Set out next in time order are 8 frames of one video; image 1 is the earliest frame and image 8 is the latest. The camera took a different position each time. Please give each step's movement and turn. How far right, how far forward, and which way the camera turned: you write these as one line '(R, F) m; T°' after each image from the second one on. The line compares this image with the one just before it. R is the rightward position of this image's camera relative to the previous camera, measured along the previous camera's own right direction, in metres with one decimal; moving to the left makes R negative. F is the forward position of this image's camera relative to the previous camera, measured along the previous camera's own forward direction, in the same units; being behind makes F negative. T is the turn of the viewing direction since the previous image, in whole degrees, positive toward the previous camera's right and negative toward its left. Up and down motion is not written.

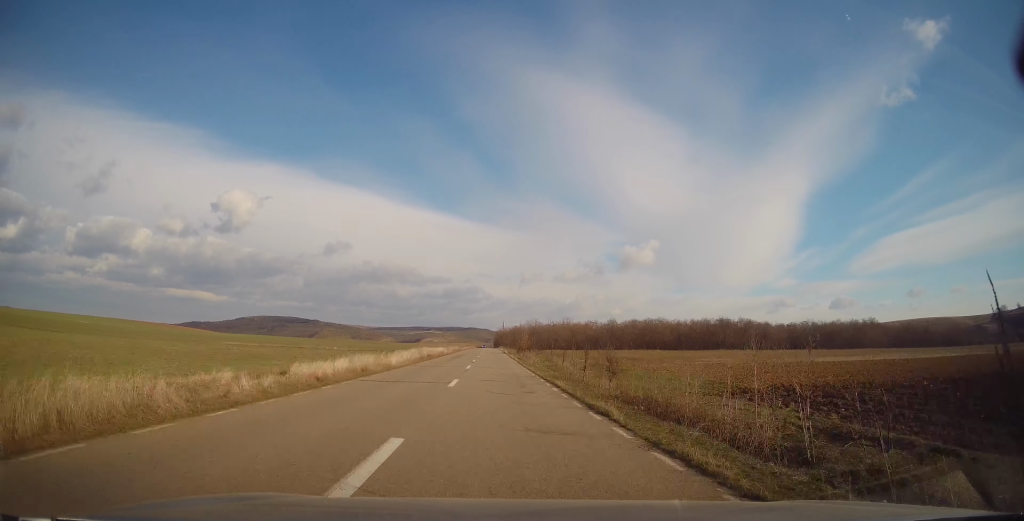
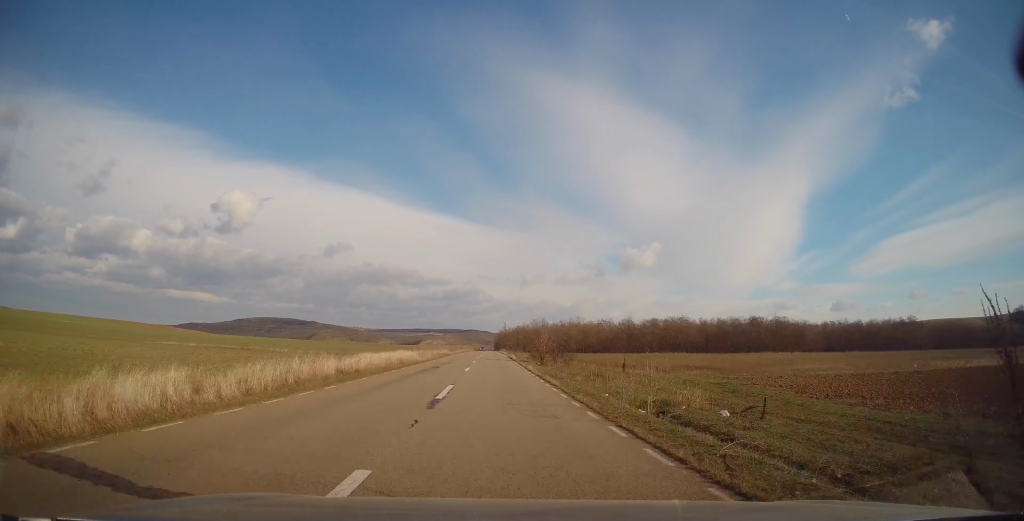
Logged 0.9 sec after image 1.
(0.0, +25.1) m; 0°
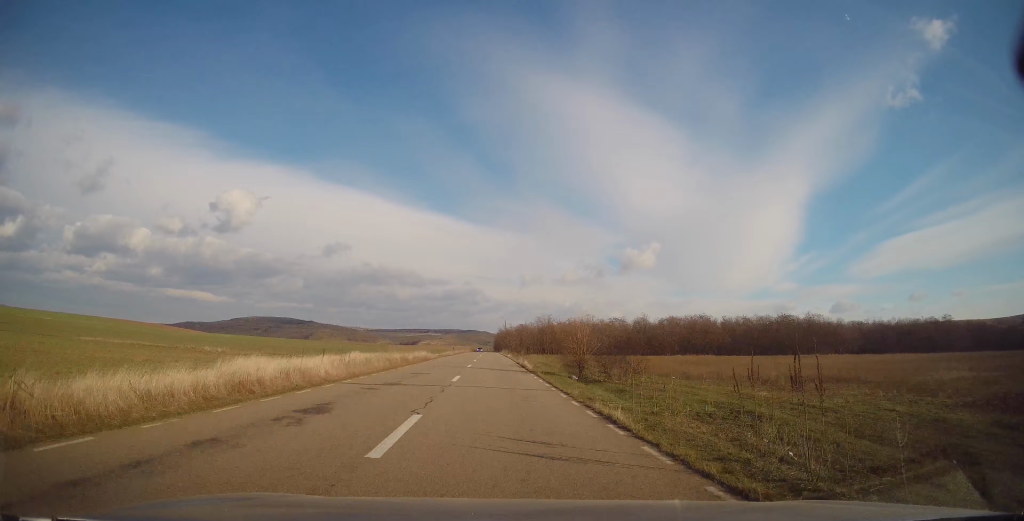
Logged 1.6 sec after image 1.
(0.0, +20.2) m; -1°
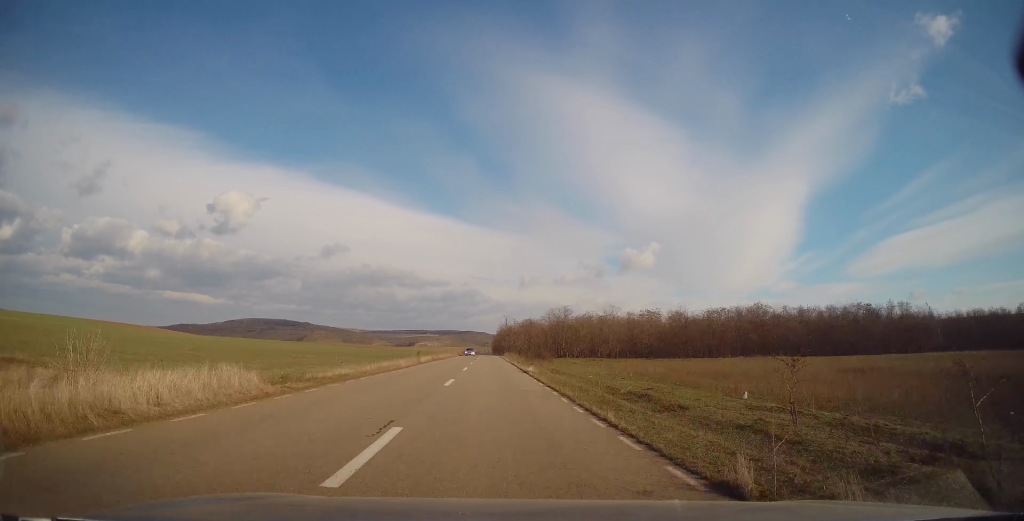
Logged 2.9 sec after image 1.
(-0.2, +37.2) m; 0°
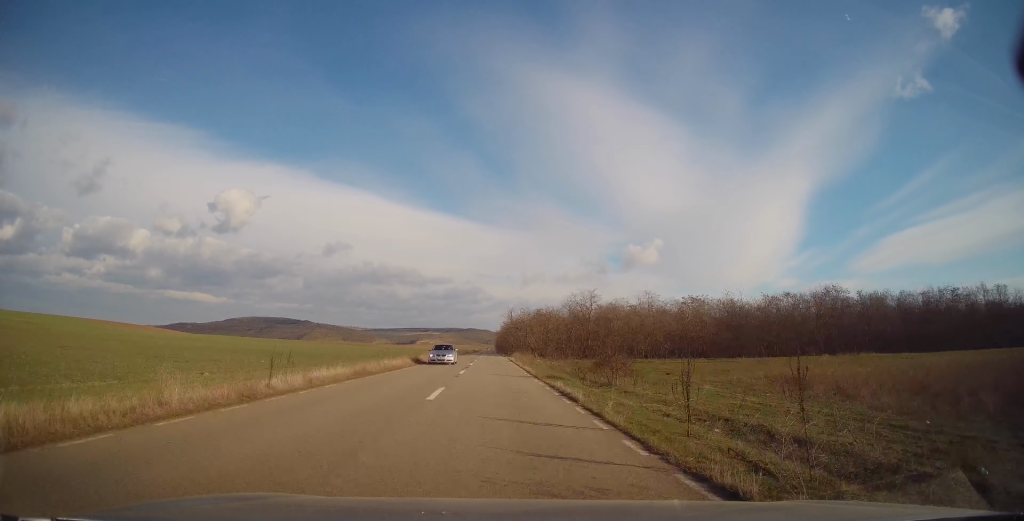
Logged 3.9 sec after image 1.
(+0.3, +28.4) m; +1°
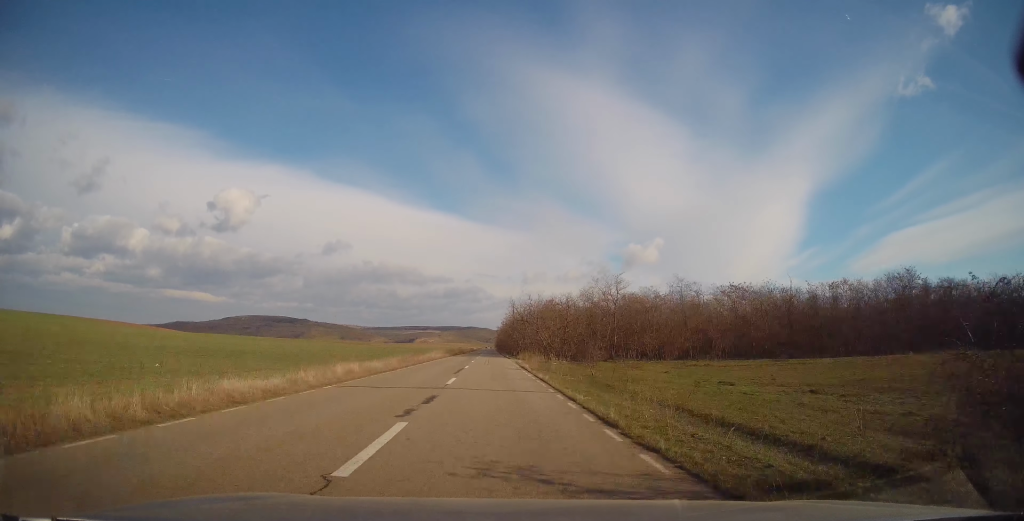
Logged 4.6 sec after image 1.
(0.0, +19.0) m; 0°
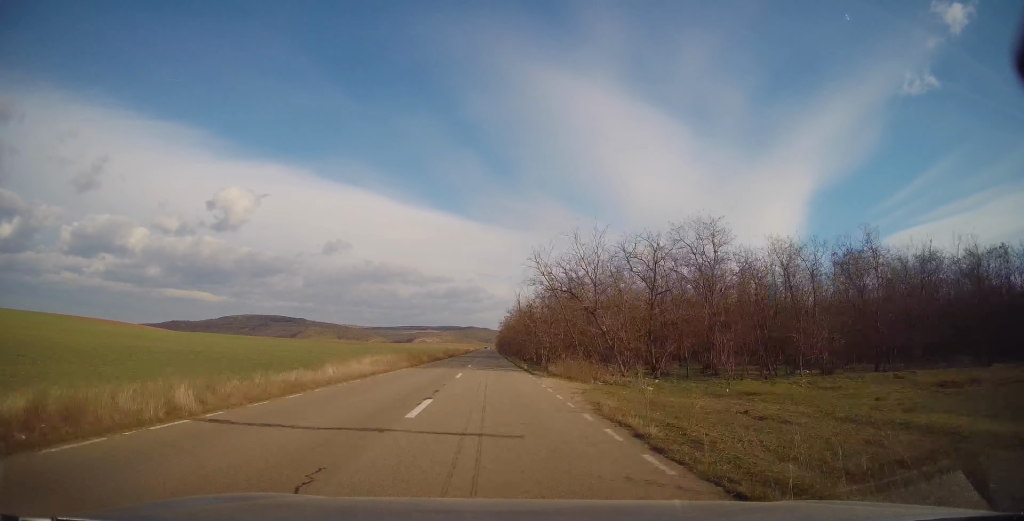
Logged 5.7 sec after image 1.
(0.0, +32.3) m; 0°
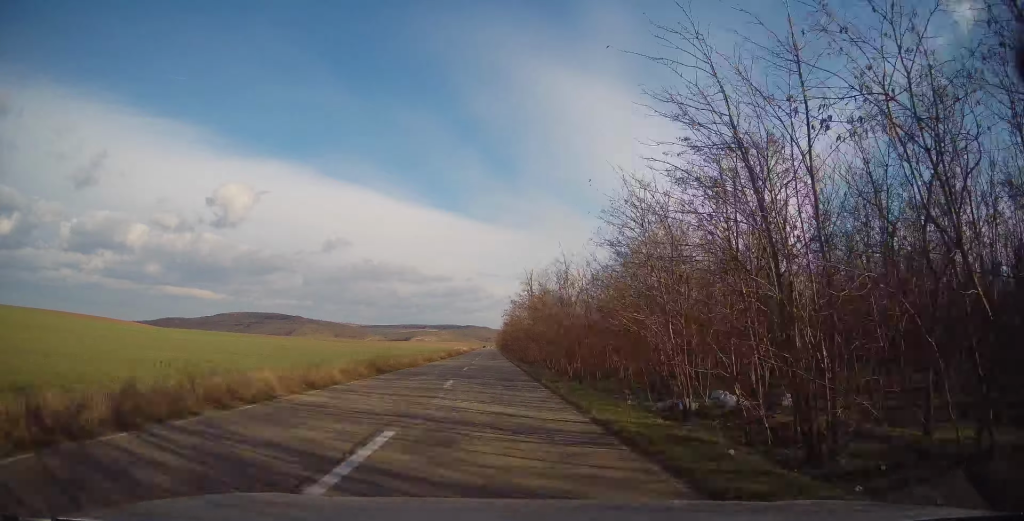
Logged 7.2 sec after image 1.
(-0.5, +41.0) m; -1°
